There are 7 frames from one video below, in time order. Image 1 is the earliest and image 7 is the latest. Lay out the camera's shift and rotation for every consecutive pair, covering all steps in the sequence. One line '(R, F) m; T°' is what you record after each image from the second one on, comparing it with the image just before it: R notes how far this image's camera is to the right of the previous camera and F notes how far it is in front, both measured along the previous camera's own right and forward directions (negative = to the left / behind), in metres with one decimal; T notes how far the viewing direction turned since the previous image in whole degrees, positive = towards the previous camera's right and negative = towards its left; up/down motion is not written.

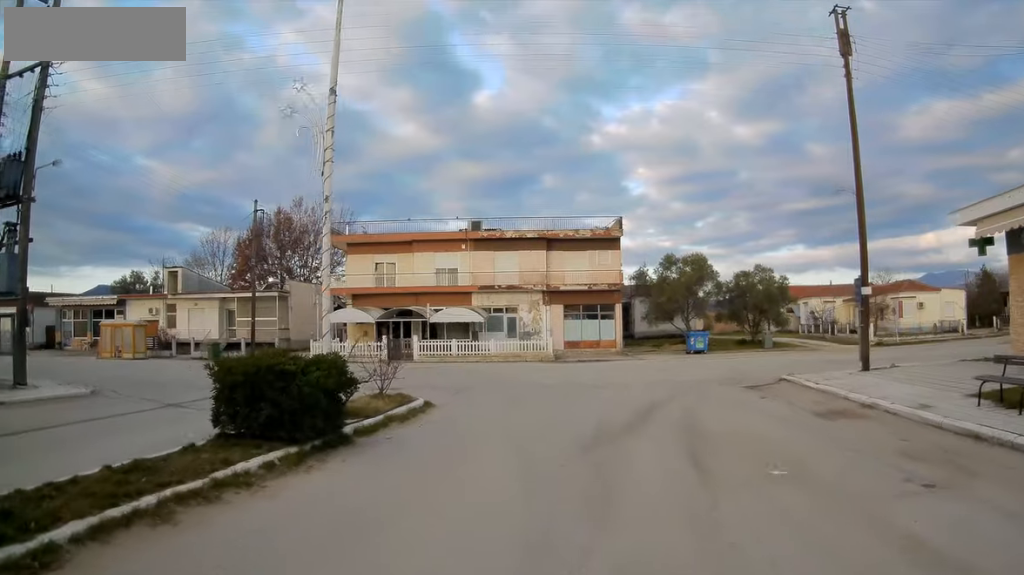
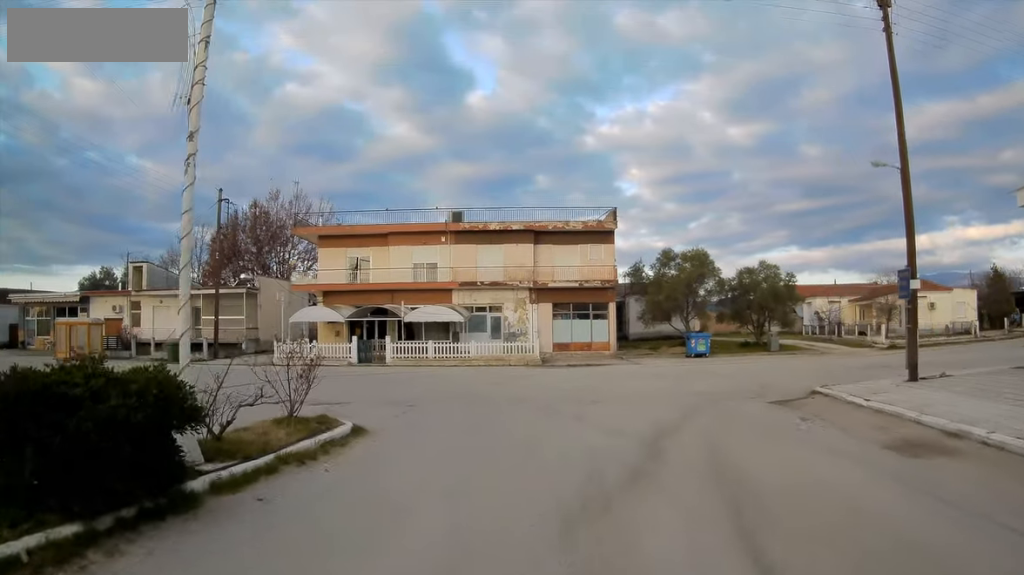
(+0.2, +4.1) m; +2°
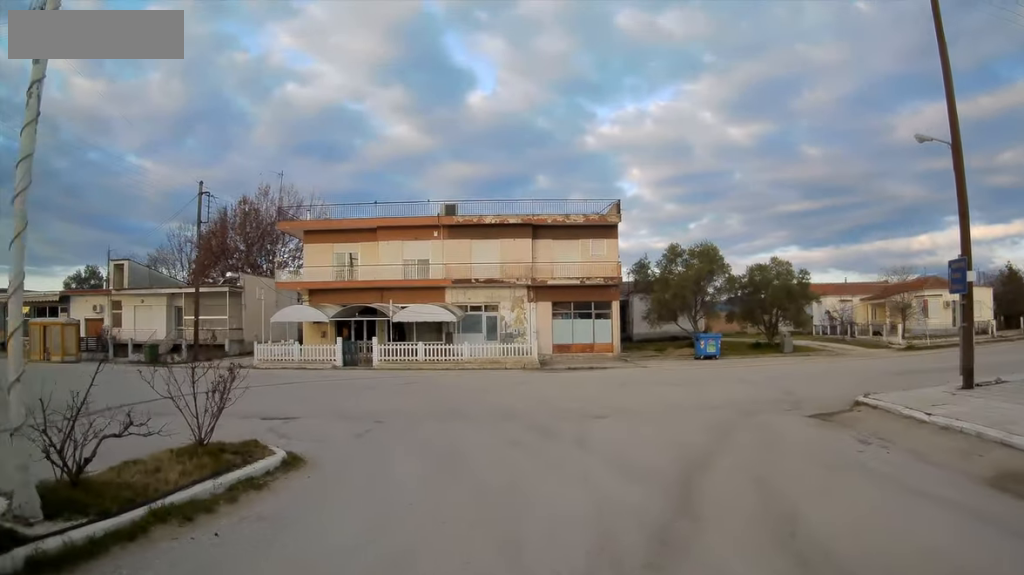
(+0.1, +2.8) m; +1°
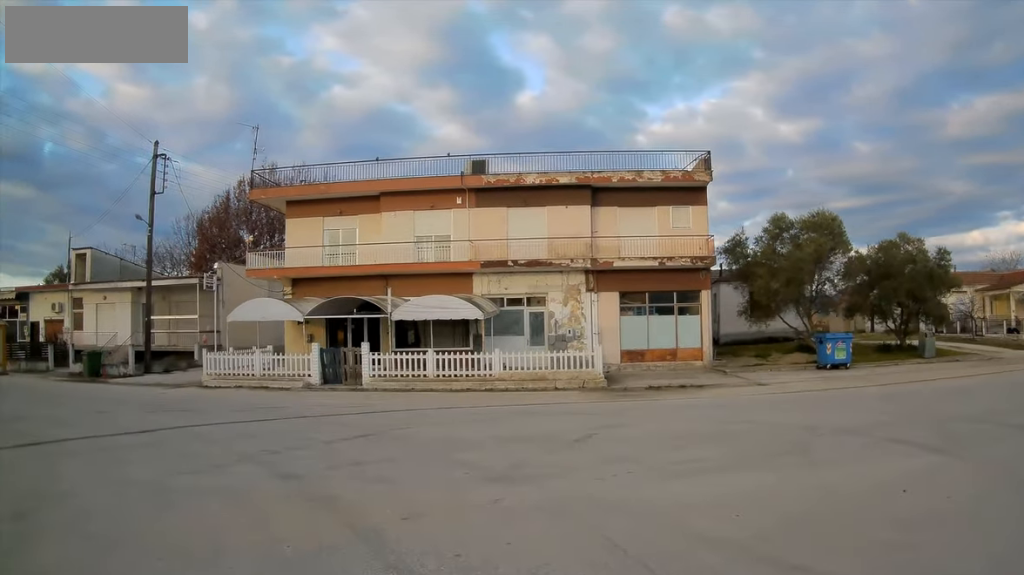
(-0.2, +12.5) m; -1°
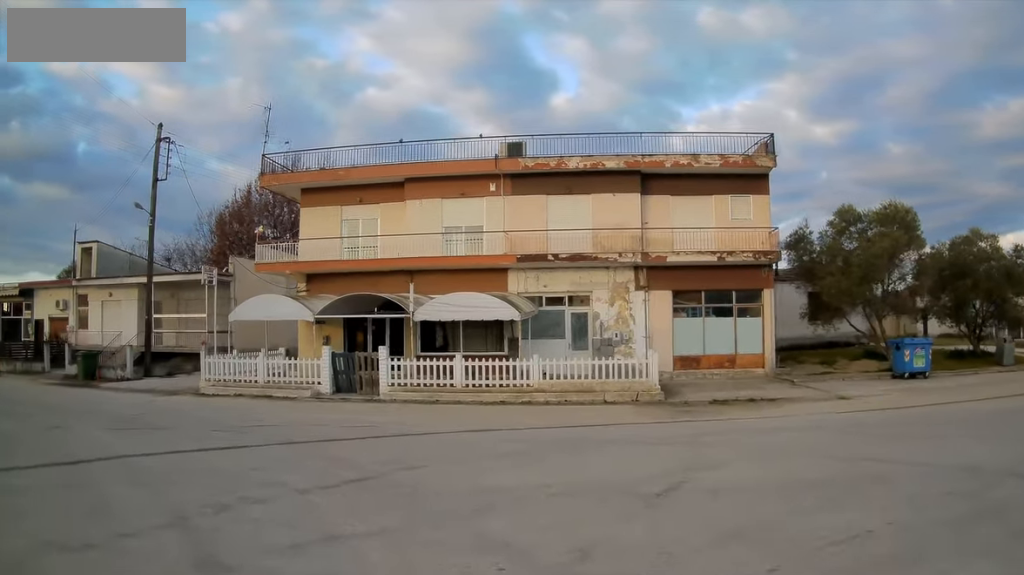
(0.0, +4.1) m; 0°
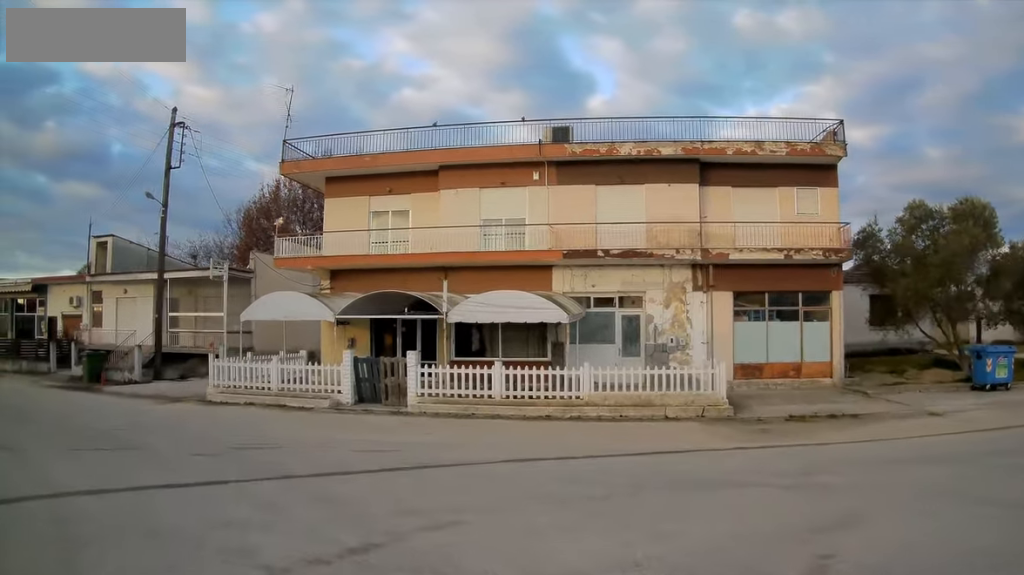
(+0.3, +2.9) m; -4°
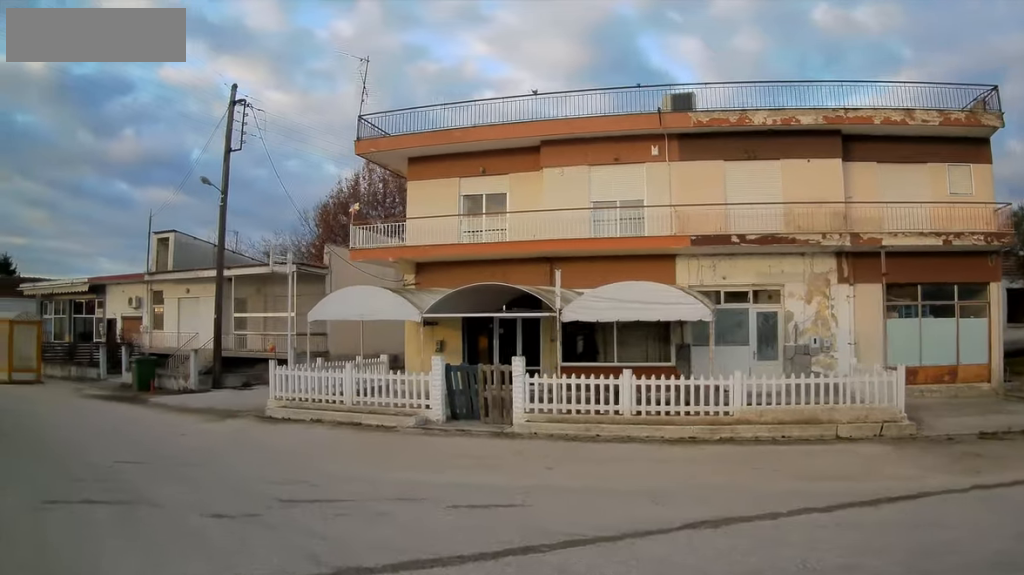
(-0.7, +3.5) m; -17°
